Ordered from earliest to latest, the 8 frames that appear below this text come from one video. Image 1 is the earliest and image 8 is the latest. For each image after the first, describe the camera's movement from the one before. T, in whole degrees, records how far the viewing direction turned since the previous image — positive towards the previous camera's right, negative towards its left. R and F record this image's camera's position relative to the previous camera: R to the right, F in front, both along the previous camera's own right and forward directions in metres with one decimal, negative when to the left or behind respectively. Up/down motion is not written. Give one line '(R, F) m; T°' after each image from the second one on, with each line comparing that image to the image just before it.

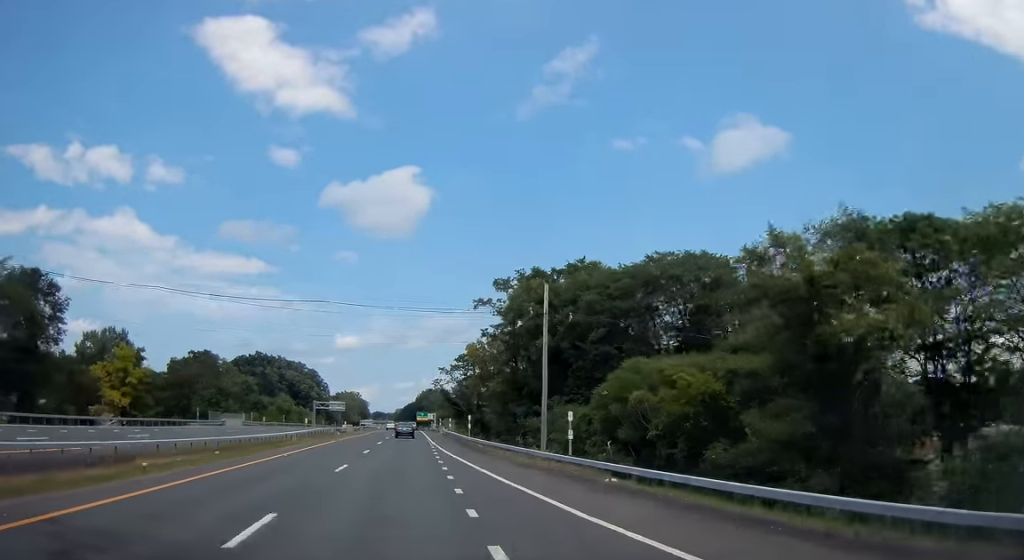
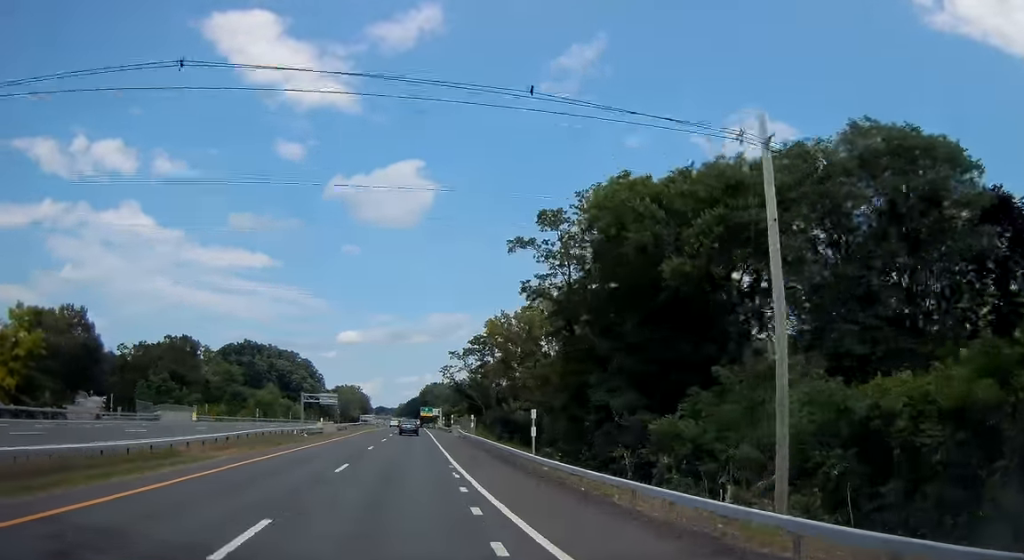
(0.0, +25.0) m; 0°
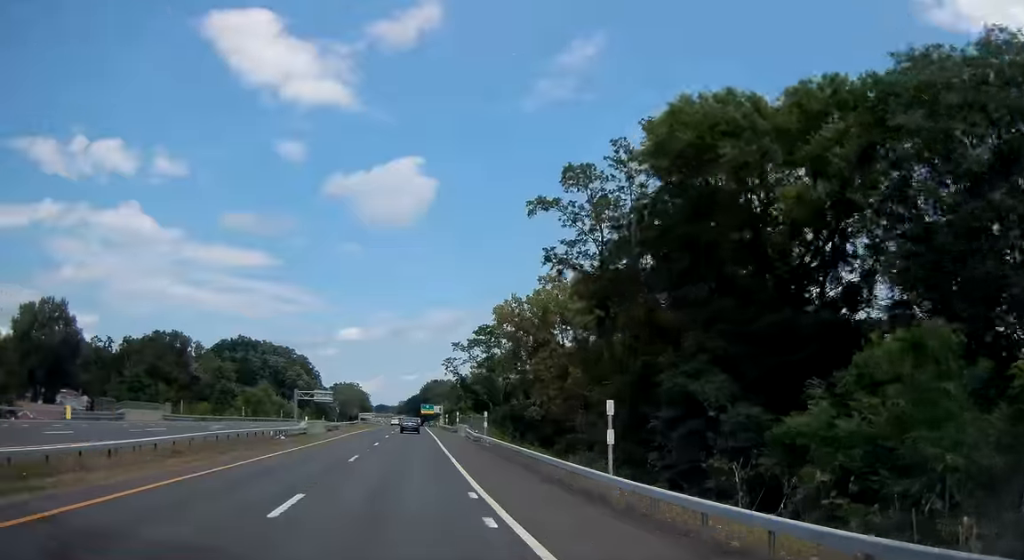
(+0.1, +9.1) m; 0°
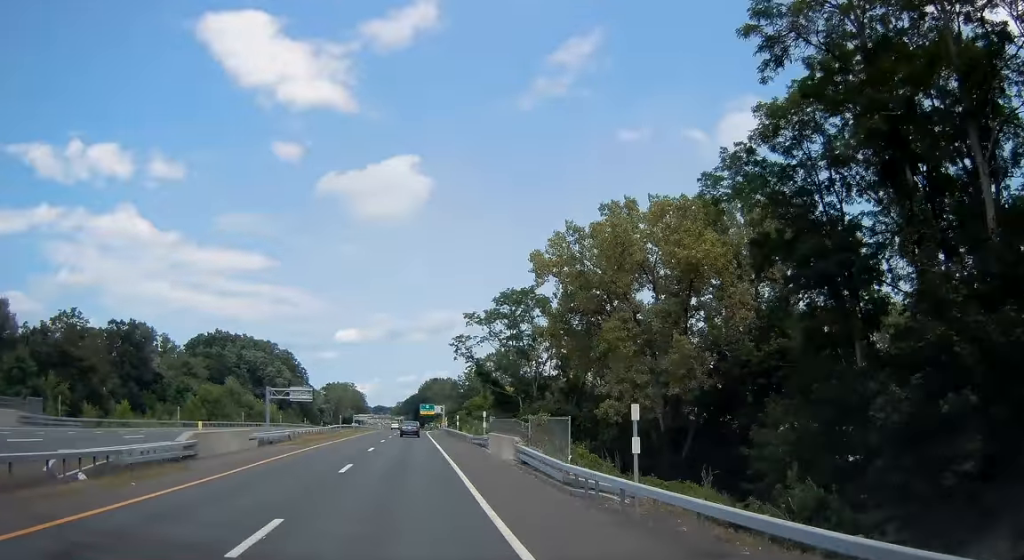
(-0.3, +27.2) m; 0°
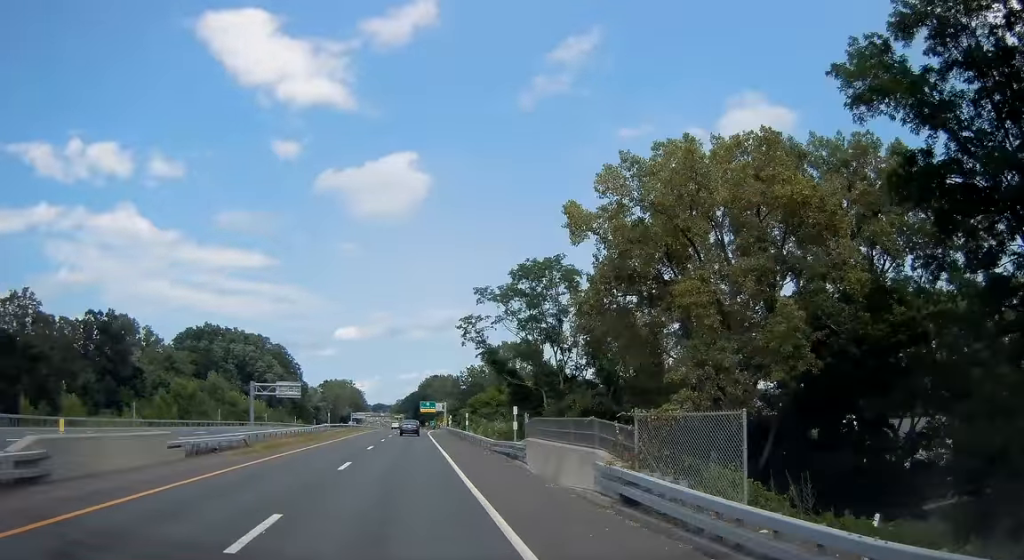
(+0.2, +12.2) m; 0°
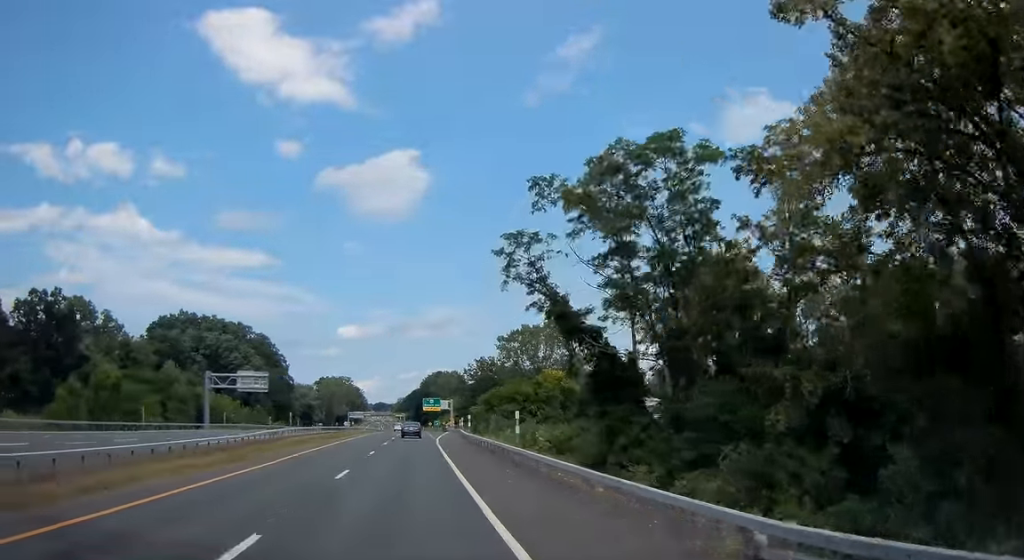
(-0.5, +25.9) m; 0°
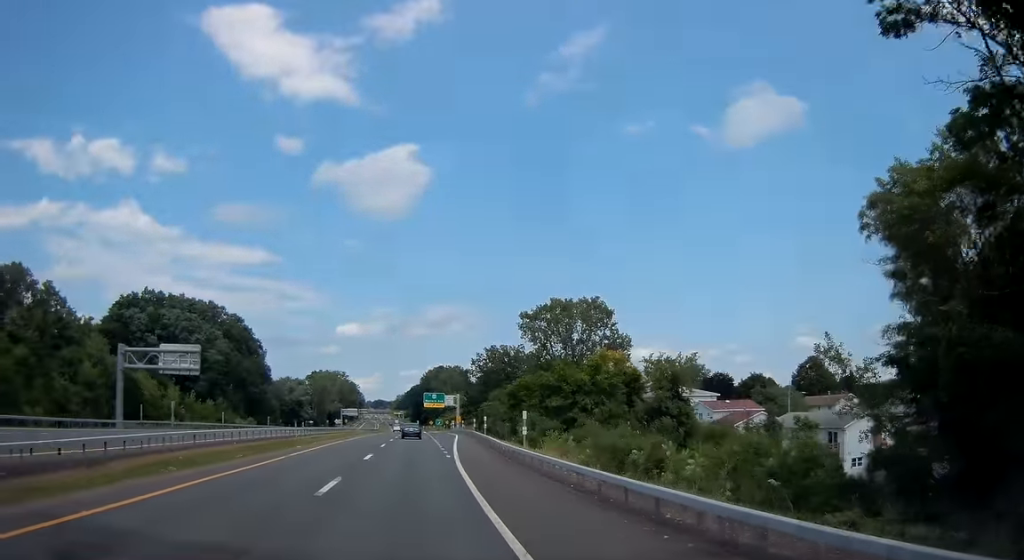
(+0.6, +27.5) m; +1°
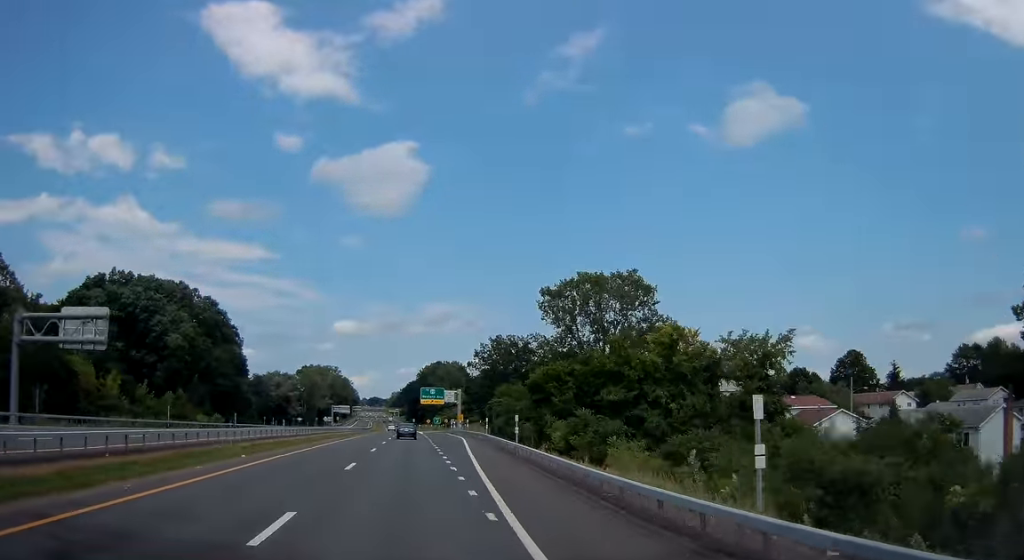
(0.0, +18.3) m; -1°
